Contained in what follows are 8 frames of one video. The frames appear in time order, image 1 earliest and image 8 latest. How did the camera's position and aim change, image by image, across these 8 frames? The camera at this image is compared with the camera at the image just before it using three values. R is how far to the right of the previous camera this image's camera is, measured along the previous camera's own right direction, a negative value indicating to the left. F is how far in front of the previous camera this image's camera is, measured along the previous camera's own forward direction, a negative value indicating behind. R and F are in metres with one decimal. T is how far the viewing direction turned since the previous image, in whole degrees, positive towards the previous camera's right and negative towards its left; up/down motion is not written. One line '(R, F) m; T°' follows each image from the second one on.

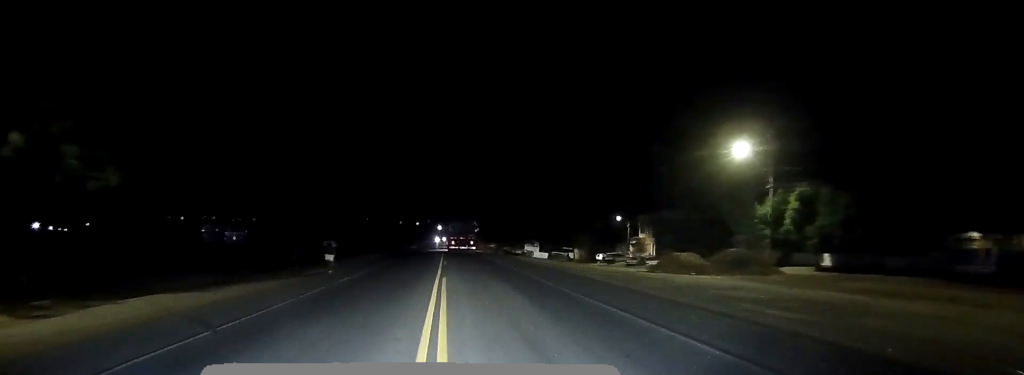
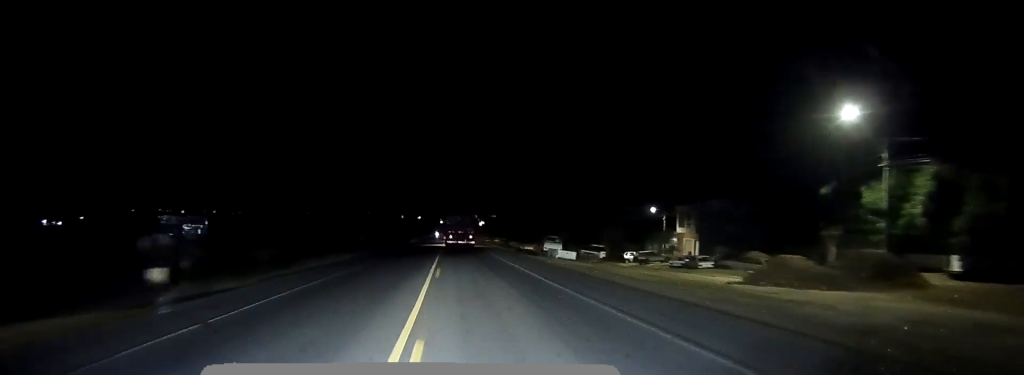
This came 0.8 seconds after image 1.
(0.0, +15.3) m; 0°
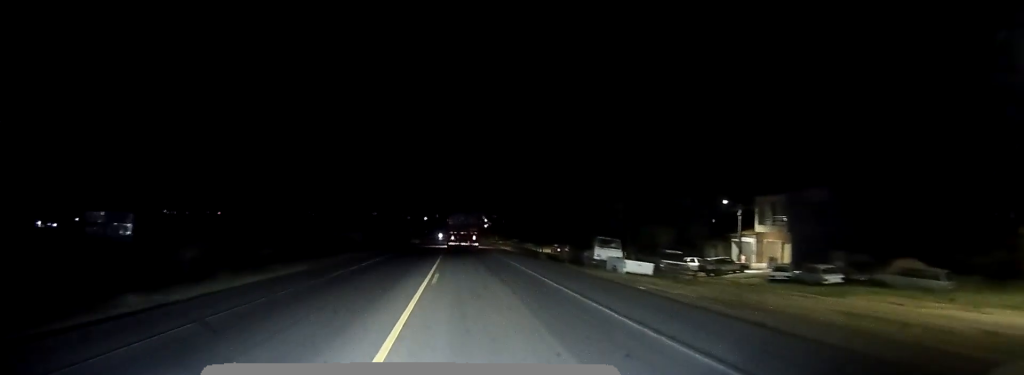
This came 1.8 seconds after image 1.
(+0.1, +19.9) m; 0°
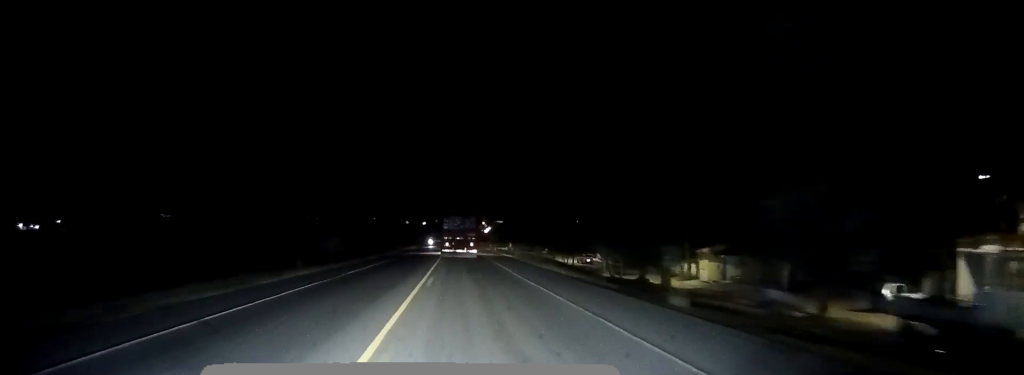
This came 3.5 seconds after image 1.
(0.0, +32.5) m; 0°
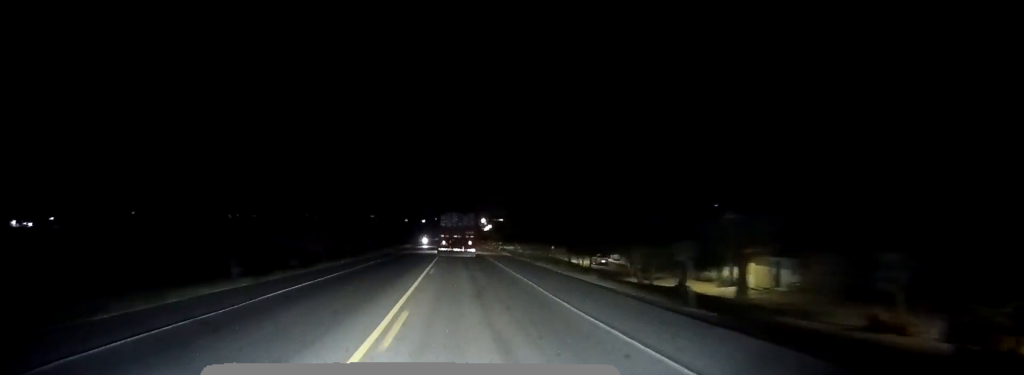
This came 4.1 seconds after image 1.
(-0.1, +11.2) m; 0°
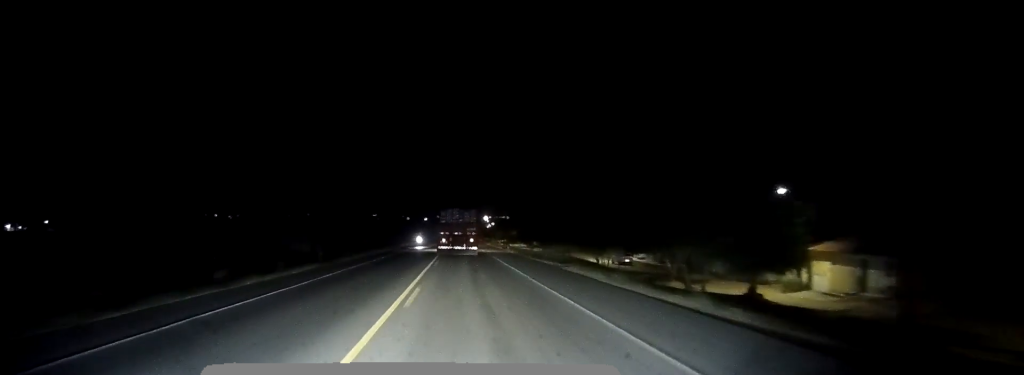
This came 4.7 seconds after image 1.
(-0.1, +12.0) m; 0°
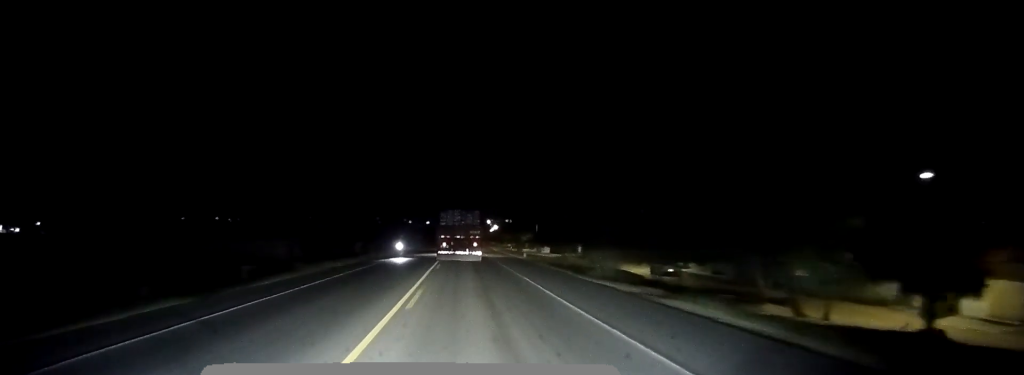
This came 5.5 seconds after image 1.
(+0.1, +16.3) m; 0°
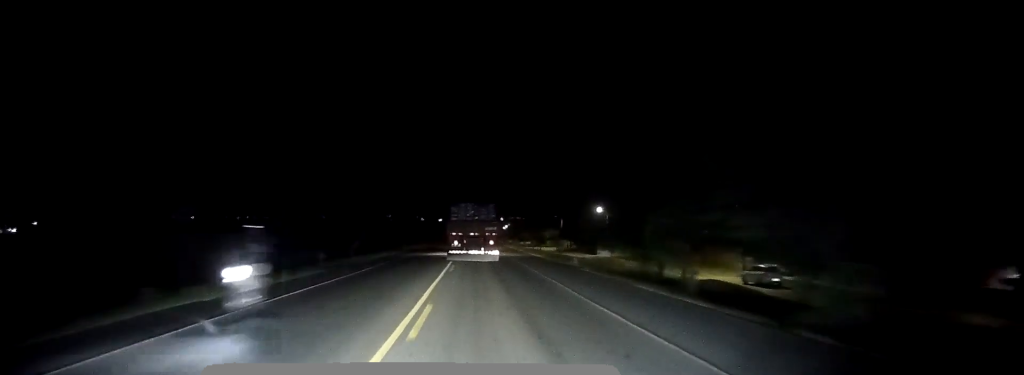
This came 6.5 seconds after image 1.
(-0.2, +20.6) m; -1°
